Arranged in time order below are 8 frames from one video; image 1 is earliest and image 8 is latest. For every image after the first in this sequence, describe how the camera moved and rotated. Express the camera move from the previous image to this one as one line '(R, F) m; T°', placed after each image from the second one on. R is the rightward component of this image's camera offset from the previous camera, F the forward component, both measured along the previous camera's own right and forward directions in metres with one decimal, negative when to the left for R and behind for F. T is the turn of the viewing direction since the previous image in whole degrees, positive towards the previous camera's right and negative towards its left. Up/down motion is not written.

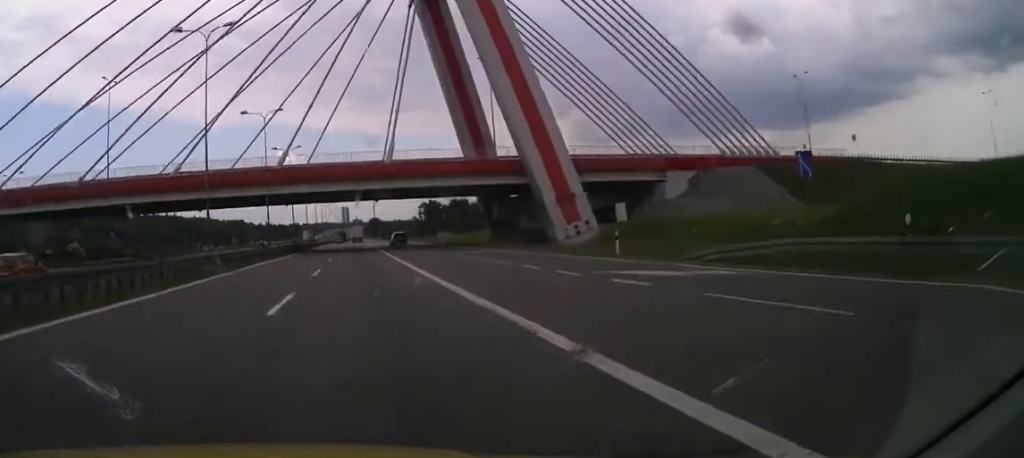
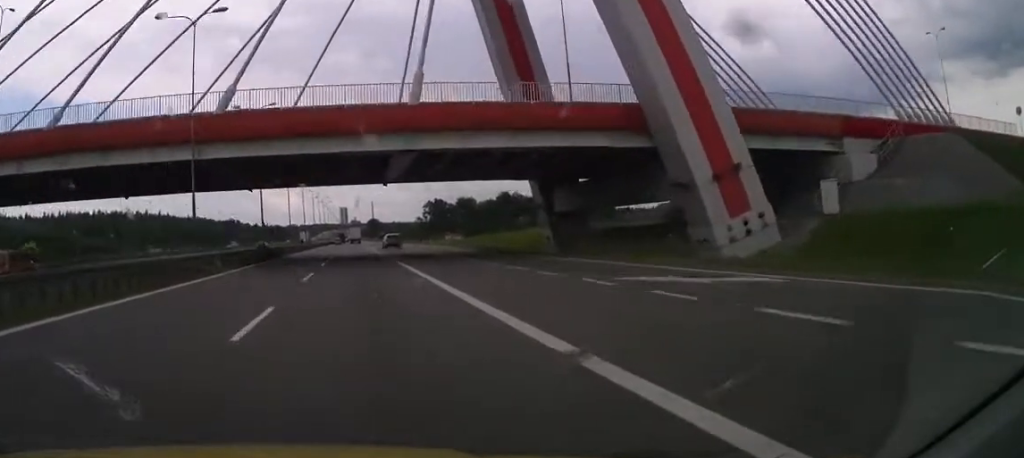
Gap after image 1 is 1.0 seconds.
(0.0, +27.1) m; 0°
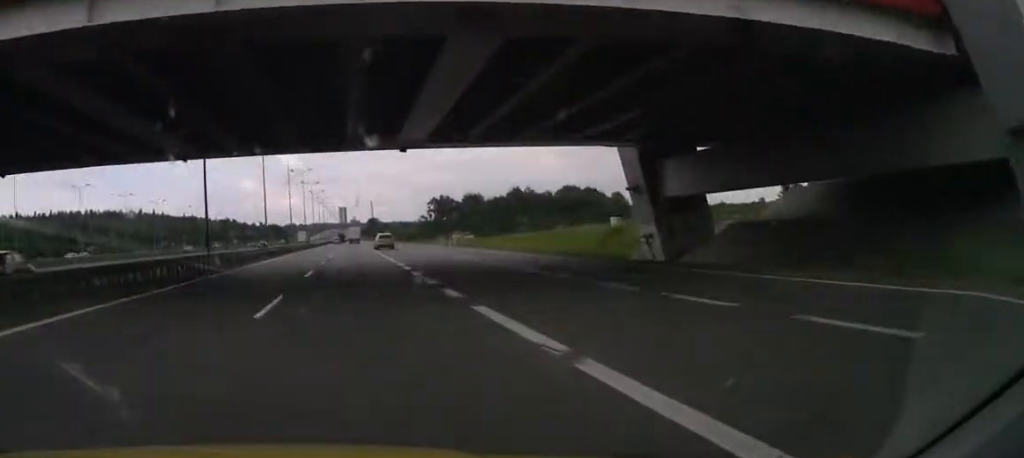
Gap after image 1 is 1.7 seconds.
(+0.1, +21.4) m; 0°
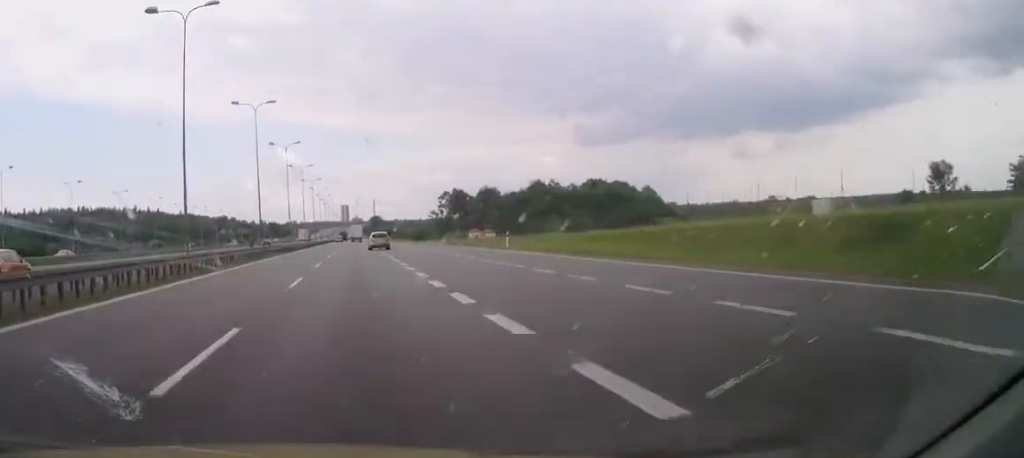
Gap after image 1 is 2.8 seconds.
(0.0, +29.7) m; 0°
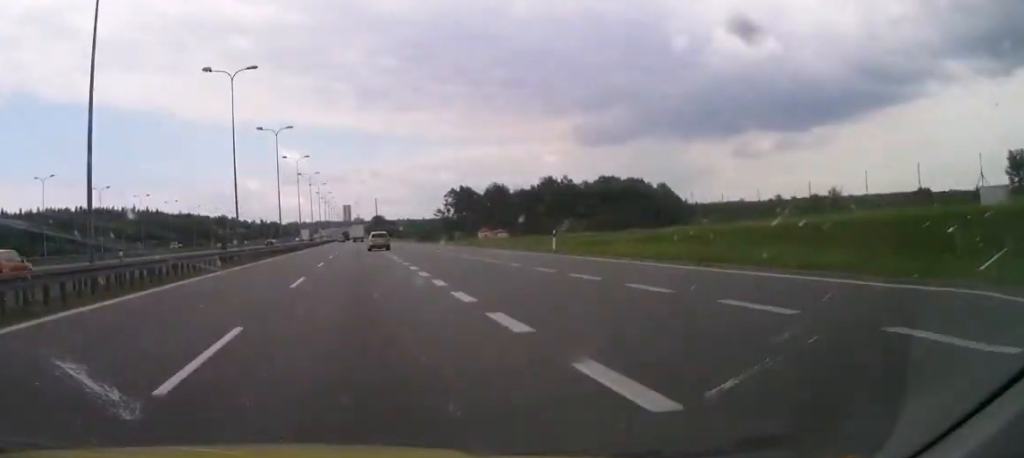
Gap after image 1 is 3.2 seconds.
(0.0, +12.1) m; 0°
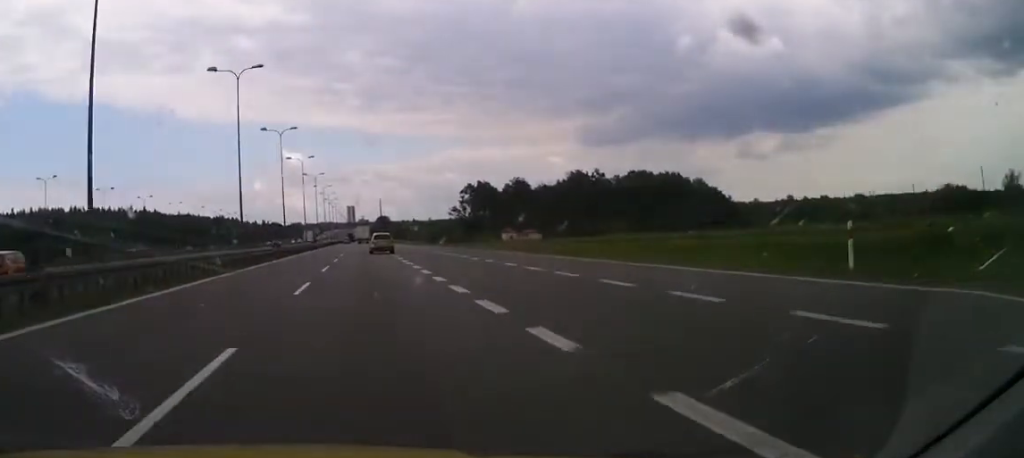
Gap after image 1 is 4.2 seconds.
(0.0, +26.0) m; 0°
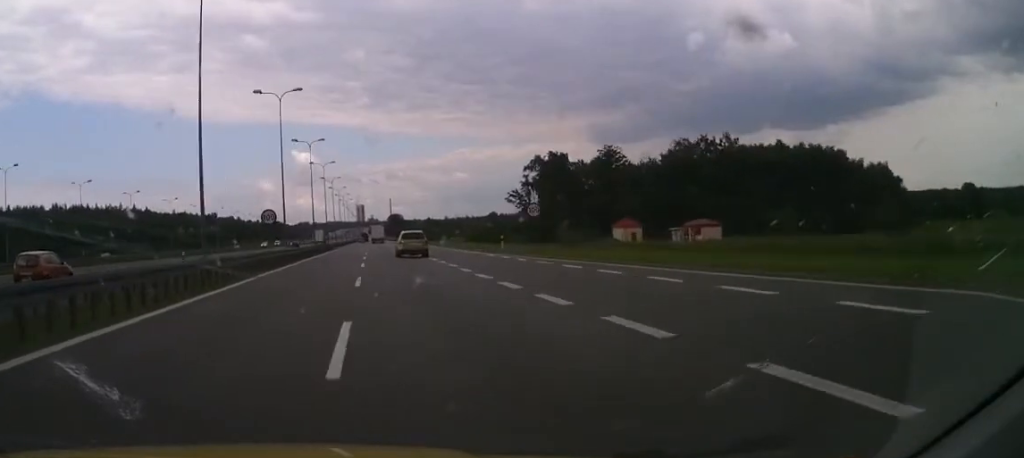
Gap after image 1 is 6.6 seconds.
(-0.8, +68.4) m; -1°
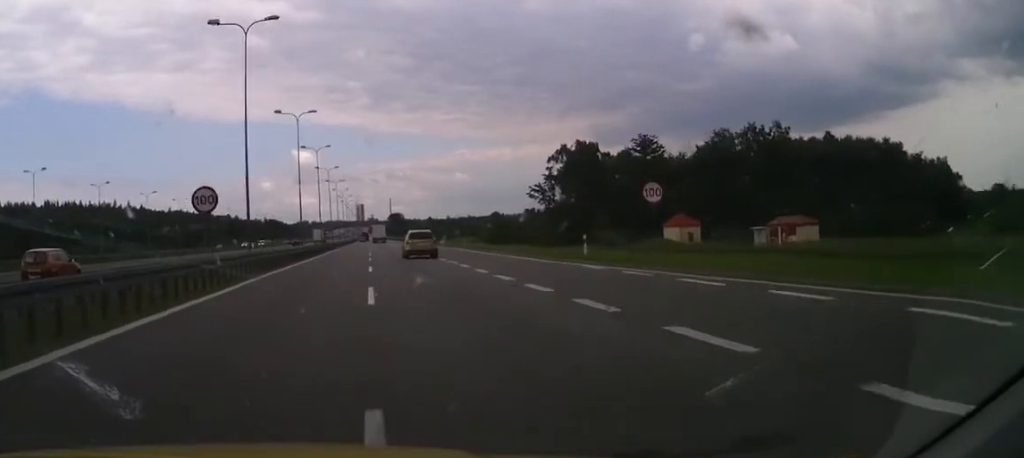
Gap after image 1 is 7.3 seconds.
(0.0, +17.5) m; 0°
